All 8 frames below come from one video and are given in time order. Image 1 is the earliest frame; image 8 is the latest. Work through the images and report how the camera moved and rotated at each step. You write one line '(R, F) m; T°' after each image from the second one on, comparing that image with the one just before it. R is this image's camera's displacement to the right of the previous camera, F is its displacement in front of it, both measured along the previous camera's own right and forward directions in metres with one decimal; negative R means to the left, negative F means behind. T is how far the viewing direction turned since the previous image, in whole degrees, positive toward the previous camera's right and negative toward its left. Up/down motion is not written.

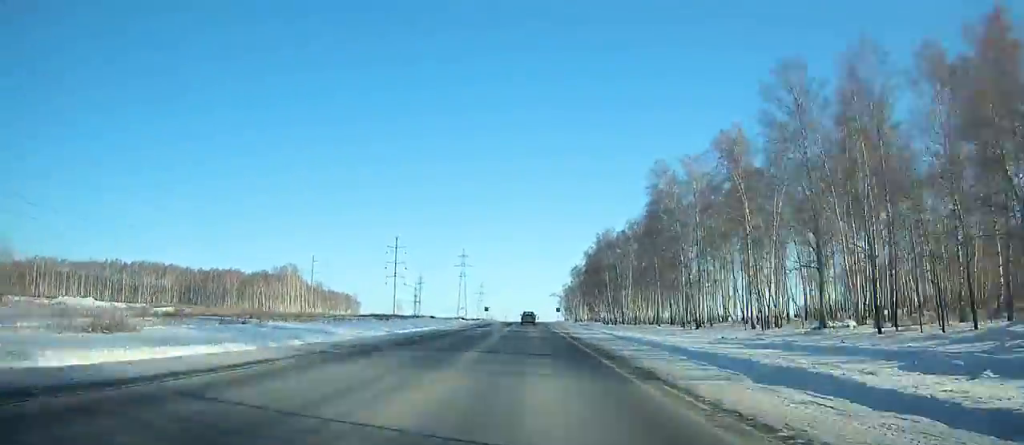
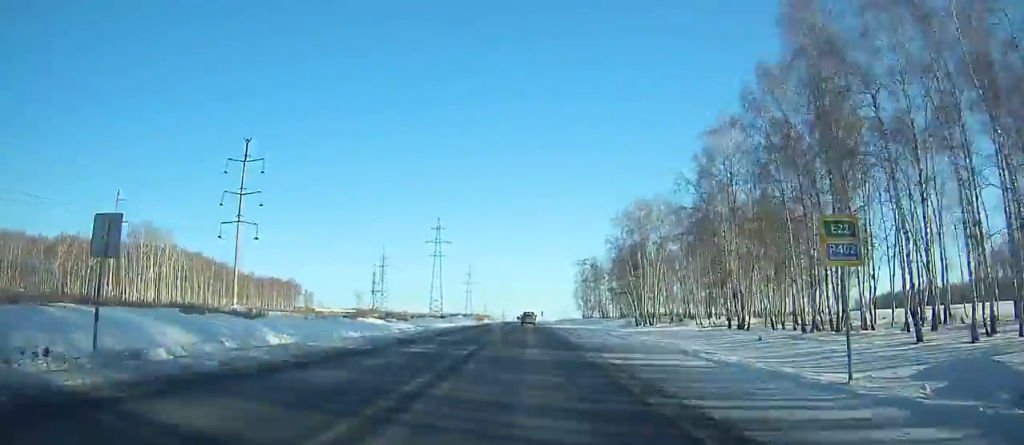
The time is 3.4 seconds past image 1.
(+0.3, +104.5) m; 0°
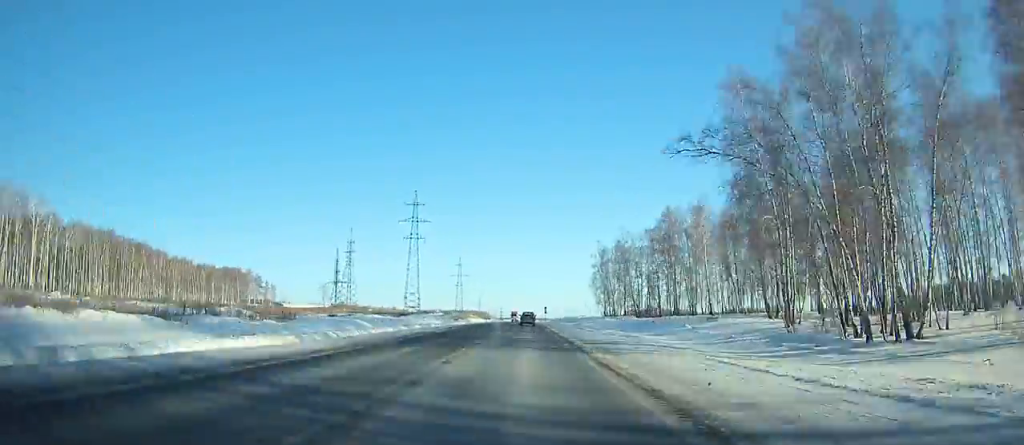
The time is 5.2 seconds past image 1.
(-0.2, +55.3) m; 0°
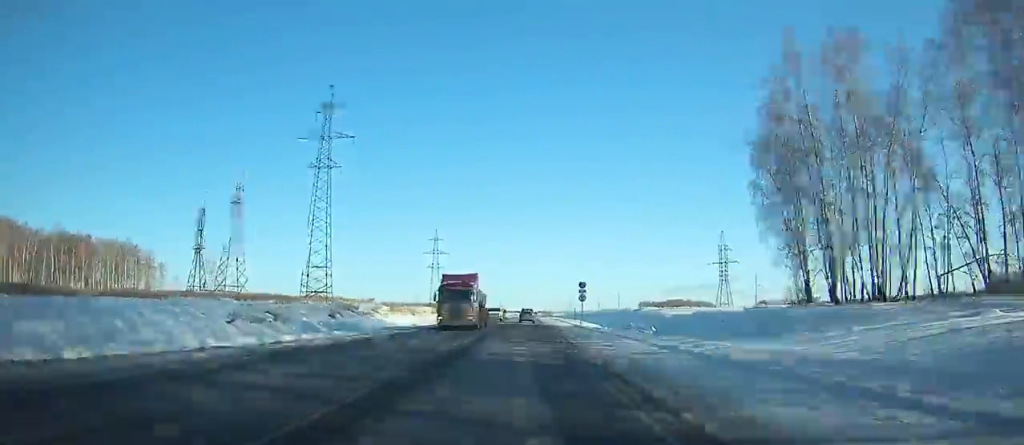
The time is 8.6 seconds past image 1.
(-0.1, +104.3) m; 0°
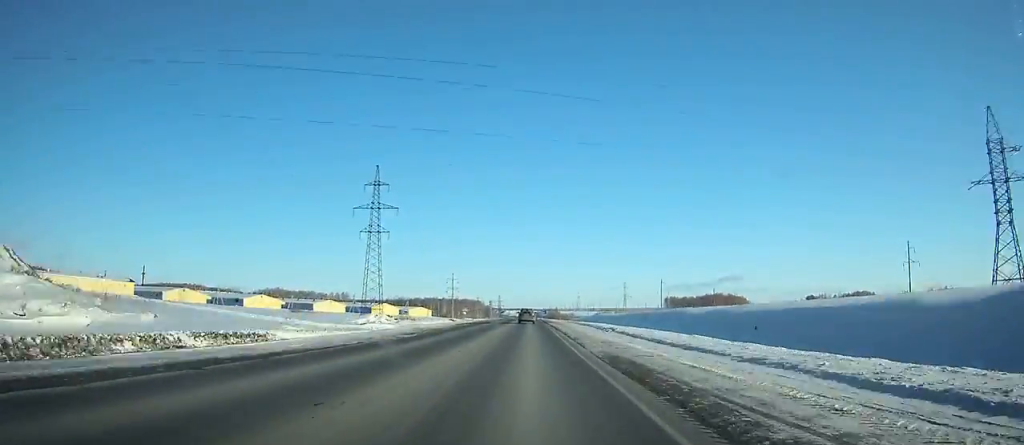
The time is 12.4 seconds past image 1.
(-0.3, +115.3) m; 0°
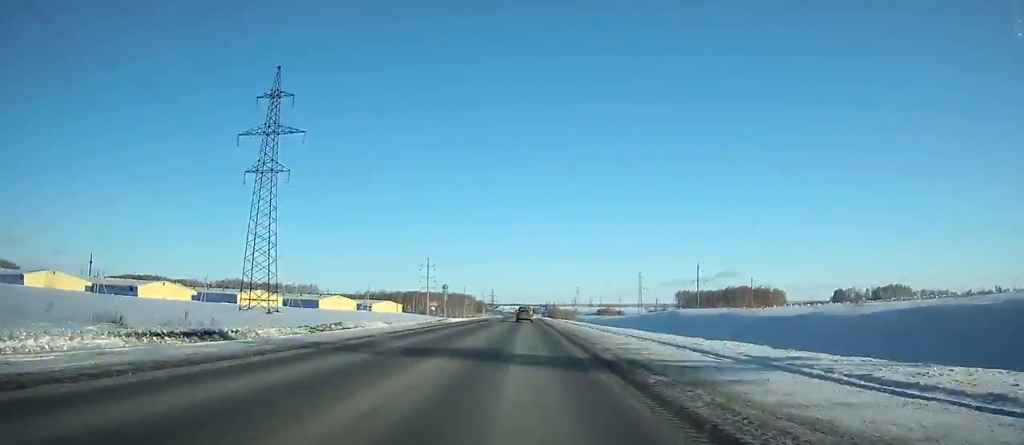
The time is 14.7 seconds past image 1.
(+0.1, +68.9) m; 0°
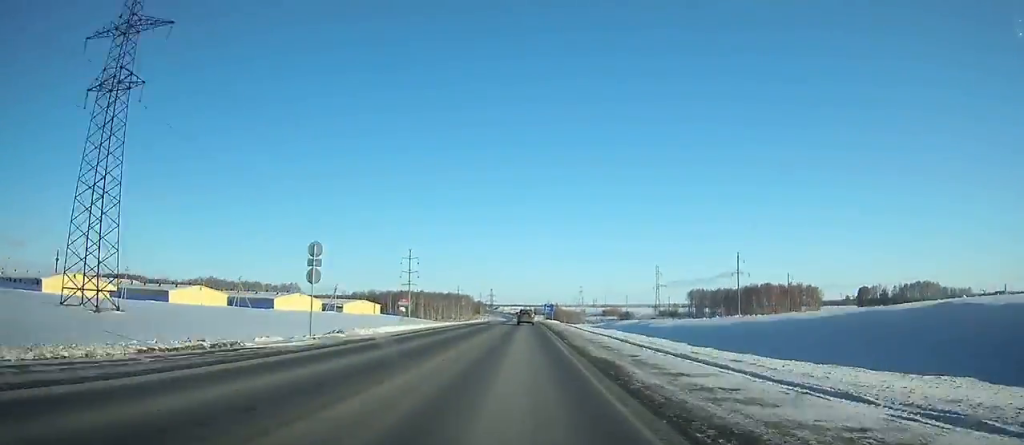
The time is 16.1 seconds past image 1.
(0.0, +41.7) m; 0°
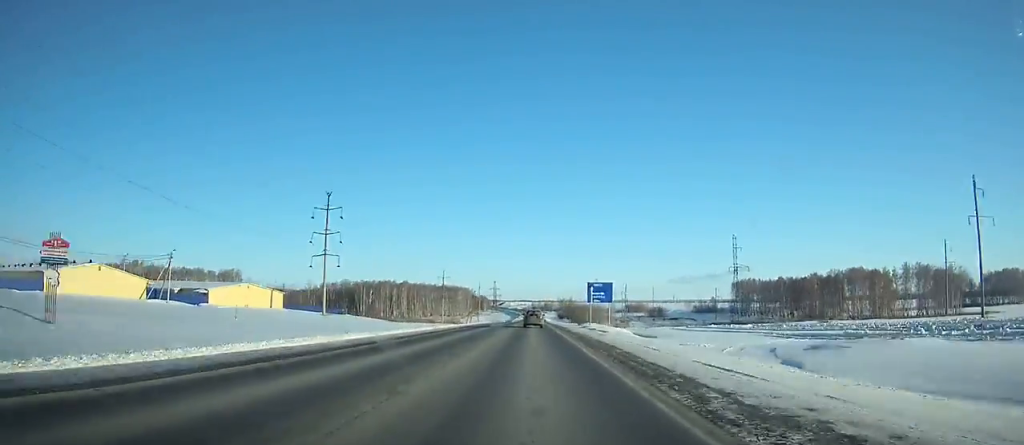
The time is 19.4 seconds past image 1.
(-0.4, +97.8) m; 0°
